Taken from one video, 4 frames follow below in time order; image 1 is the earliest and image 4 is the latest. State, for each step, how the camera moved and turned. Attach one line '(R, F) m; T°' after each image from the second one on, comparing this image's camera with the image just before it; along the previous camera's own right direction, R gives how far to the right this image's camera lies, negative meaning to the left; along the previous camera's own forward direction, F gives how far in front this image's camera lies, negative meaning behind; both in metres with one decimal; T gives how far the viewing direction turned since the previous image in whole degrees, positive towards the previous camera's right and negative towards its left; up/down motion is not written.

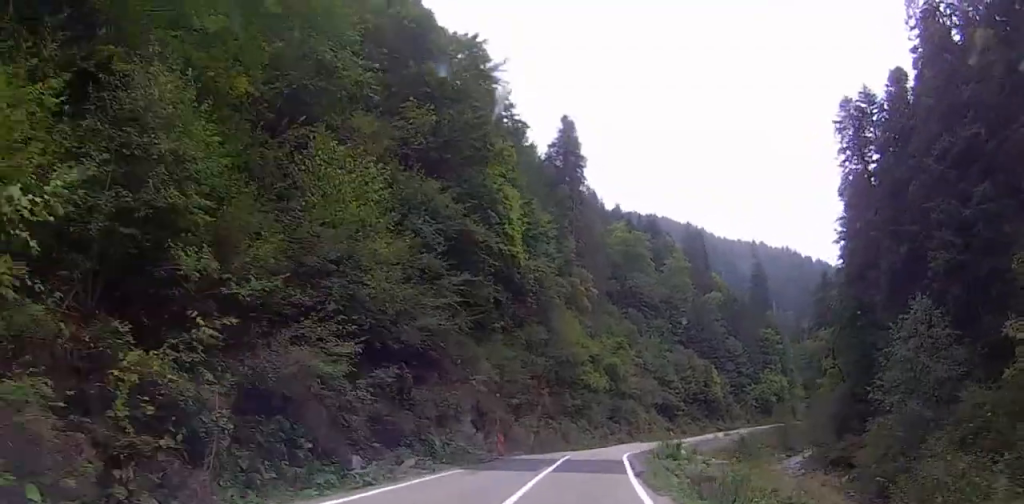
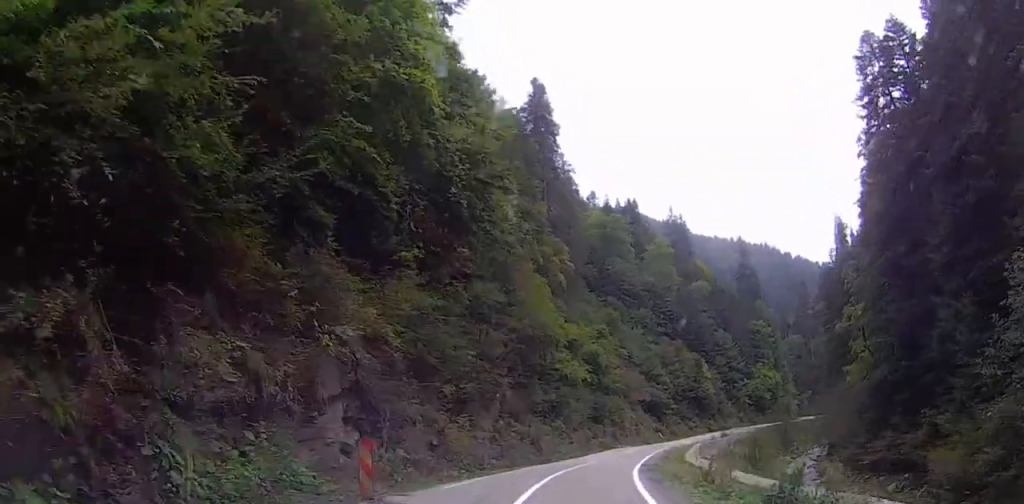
(+0.3, +17.1) m; +2°
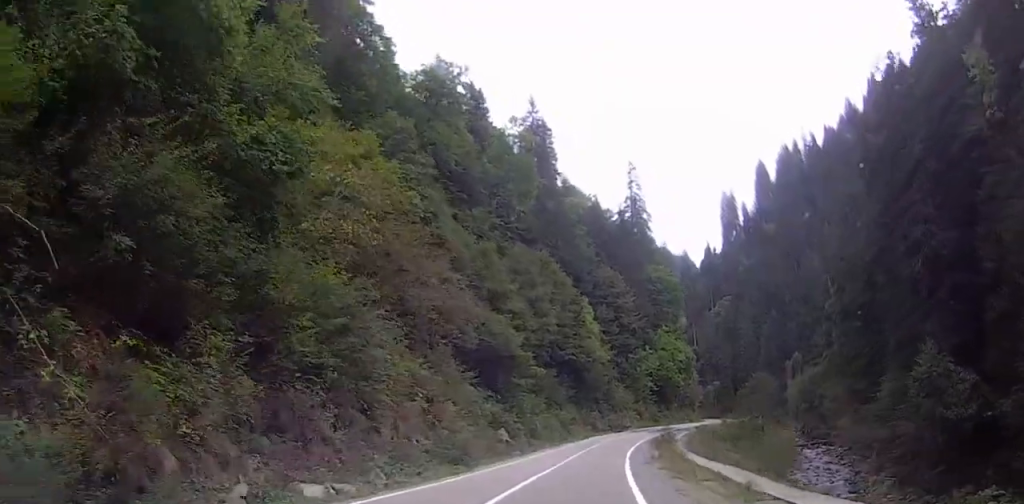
(+3.9, +64.6) m; +20°
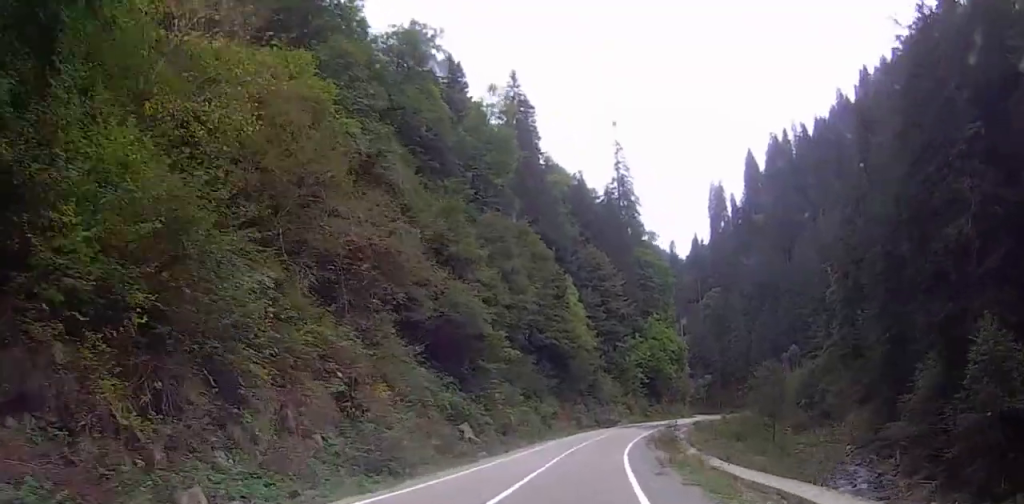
(+0.7, +9.1) m; +3°
